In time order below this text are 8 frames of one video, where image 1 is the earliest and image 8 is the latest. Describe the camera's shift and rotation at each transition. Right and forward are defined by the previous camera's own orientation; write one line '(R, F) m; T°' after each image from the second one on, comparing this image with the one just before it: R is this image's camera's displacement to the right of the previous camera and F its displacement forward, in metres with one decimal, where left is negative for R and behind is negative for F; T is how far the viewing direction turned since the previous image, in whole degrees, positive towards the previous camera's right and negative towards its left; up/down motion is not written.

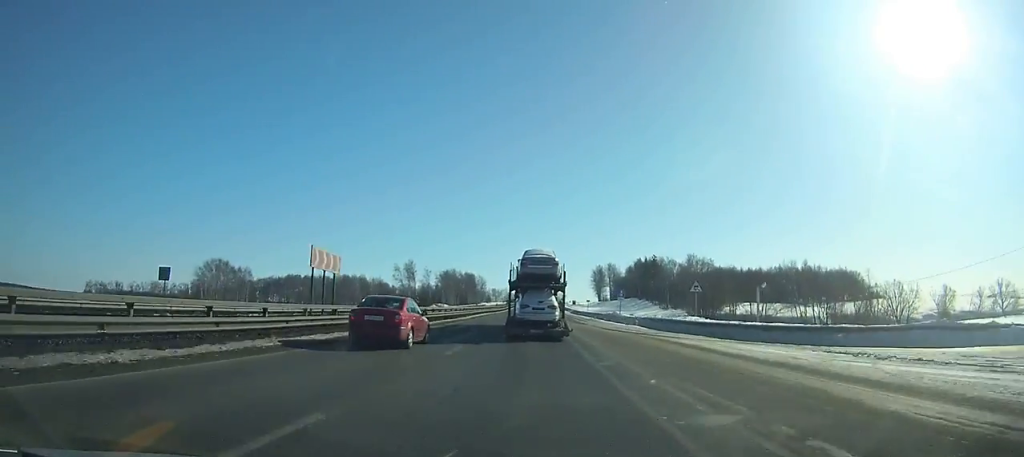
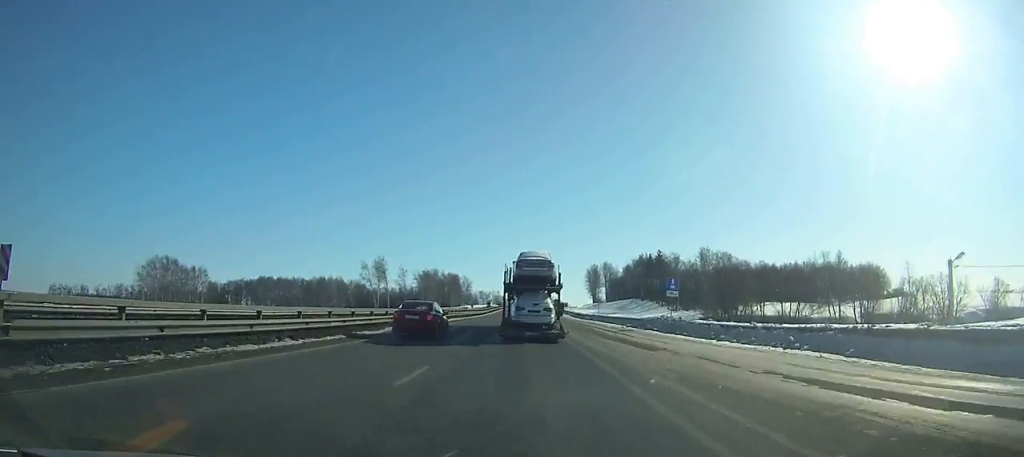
(-0.1, +29.9) m; 0°
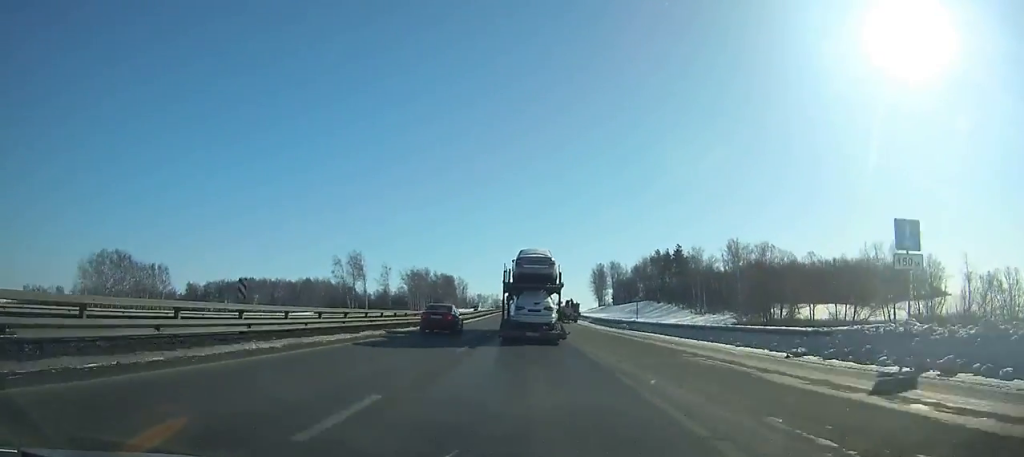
(+0.1, +27.8) m; 0°
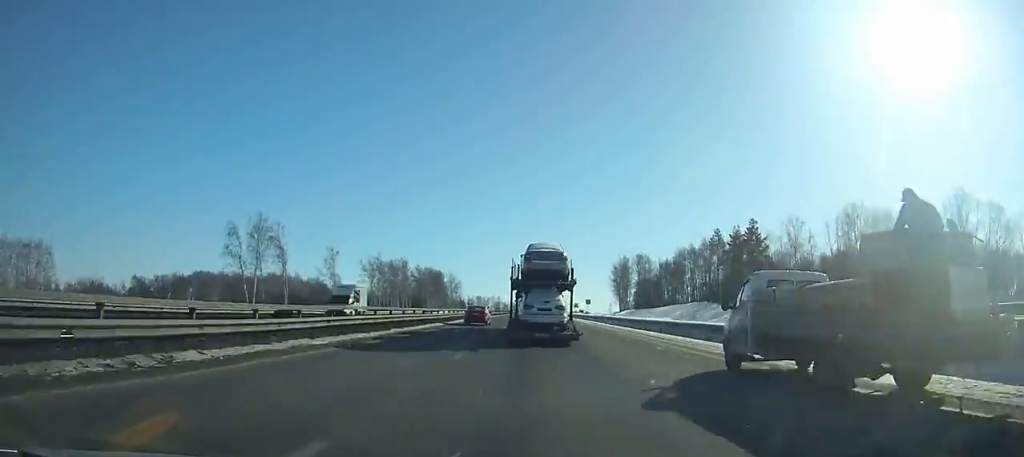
(+0.1, +62.9) m; 0°
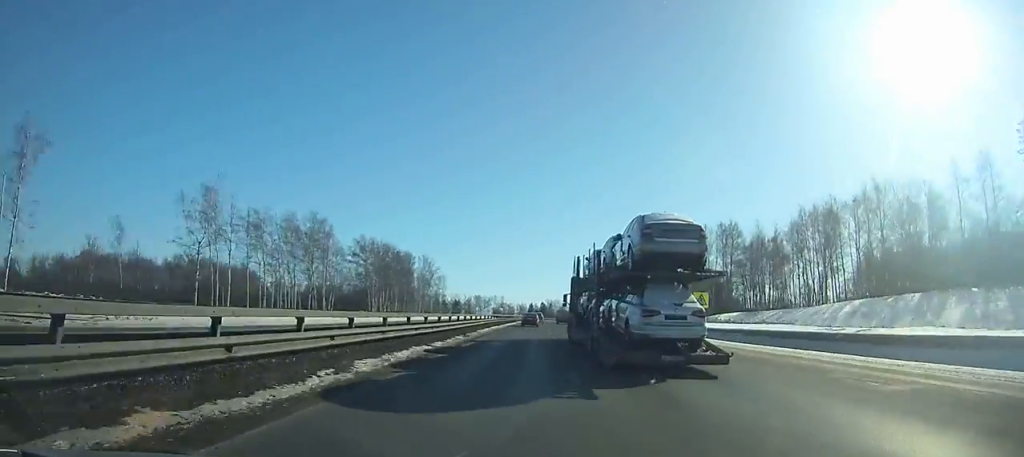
(-1.1, +100.1) m; 0°
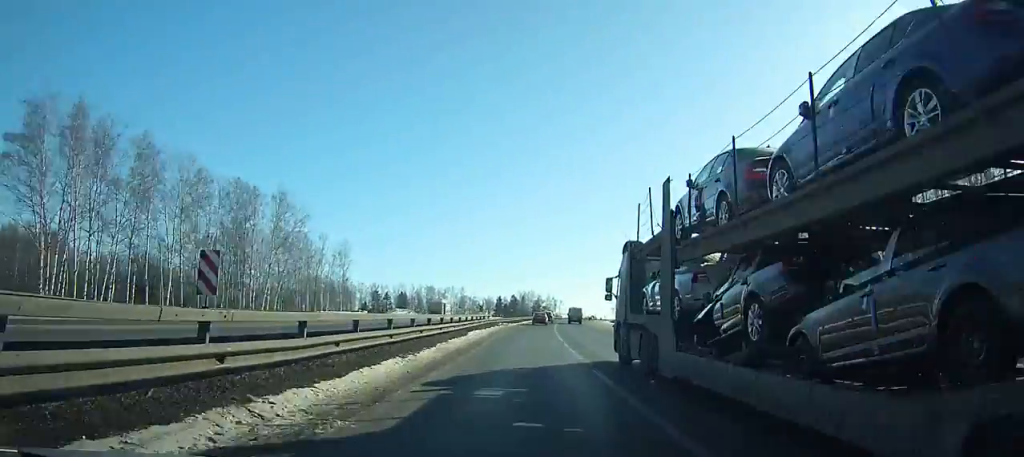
(+1.3, +96.9) m; +3°
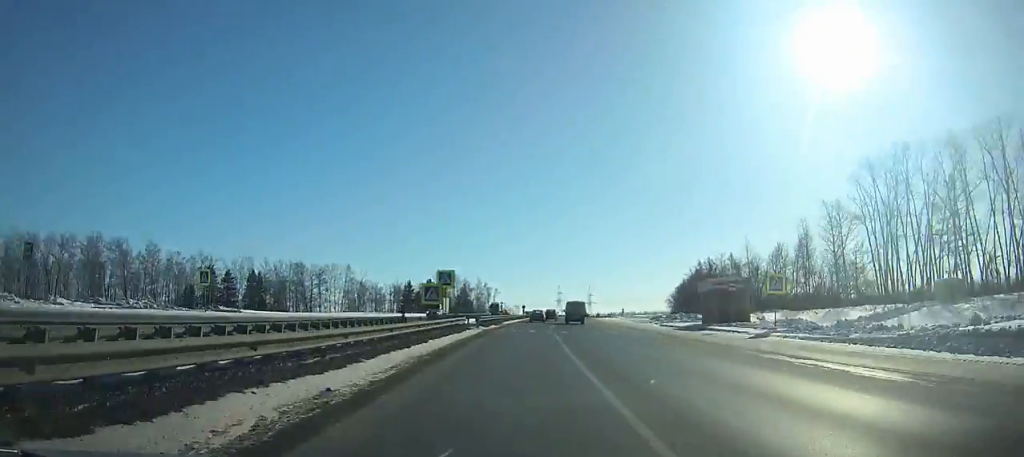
(+5.8, +118.8) m; +6°
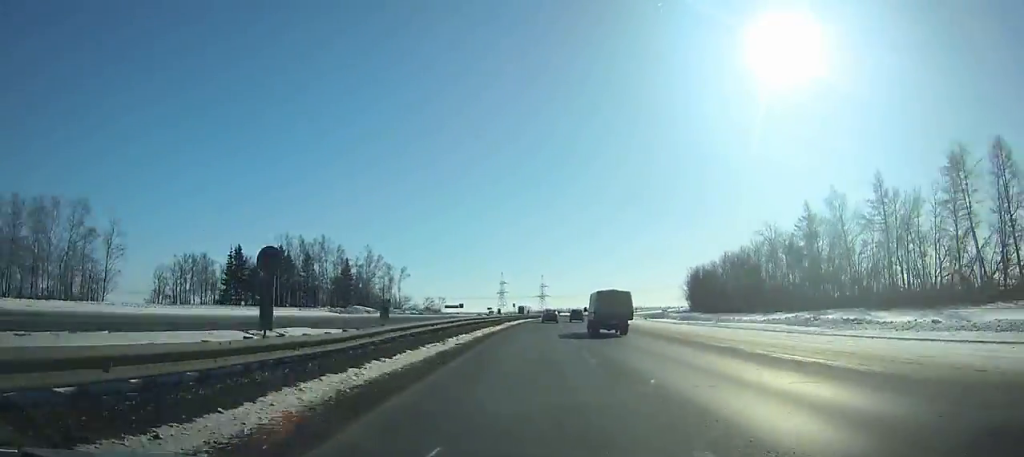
(+6.3, +124.2) m; +7°
